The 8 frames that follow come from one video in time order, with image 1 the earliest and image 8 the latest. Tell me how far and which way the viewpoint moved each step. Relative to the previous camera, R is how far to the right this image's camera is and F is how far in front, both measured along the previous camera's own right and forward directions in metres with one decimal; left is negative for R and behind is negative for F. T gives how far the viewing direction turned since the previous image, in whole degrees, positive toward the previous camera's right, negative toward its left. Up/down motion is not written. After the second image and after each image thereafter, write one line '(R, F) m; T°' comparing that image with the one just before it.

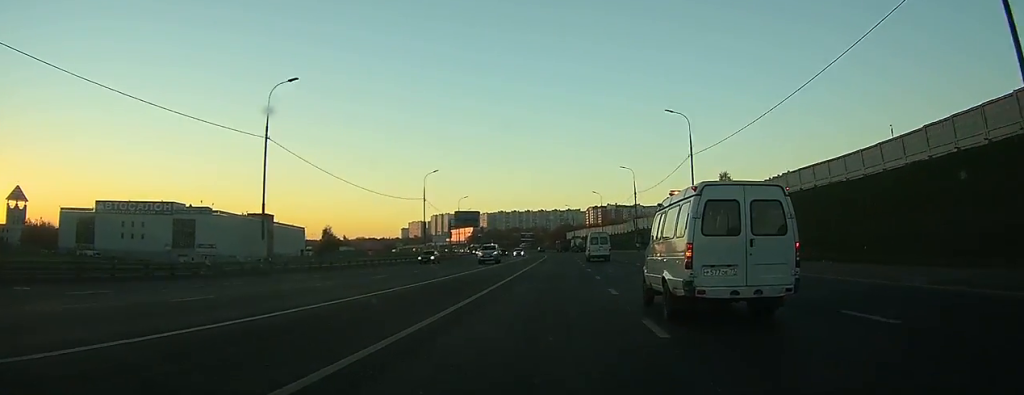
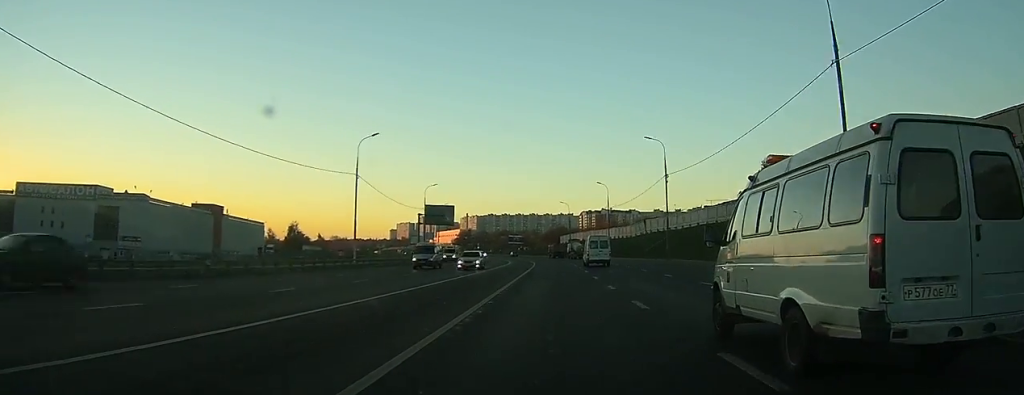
(+0.2, +27.1) m; +1°
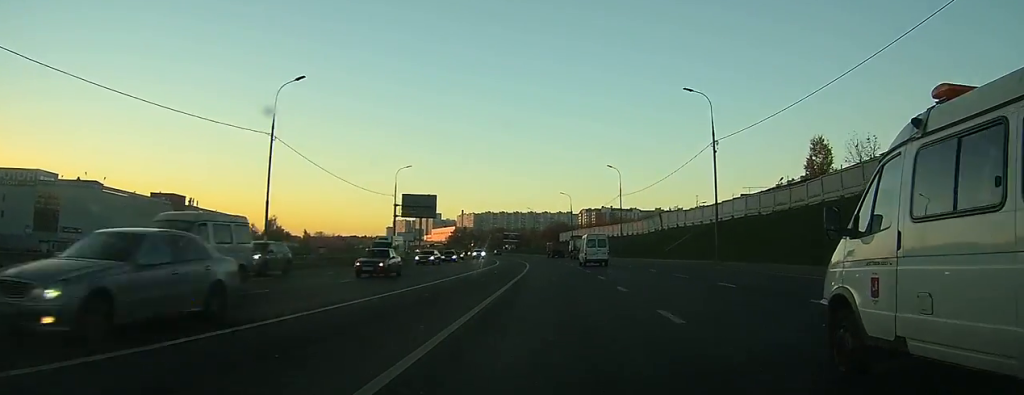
(0.0, +18.0) m; 0°
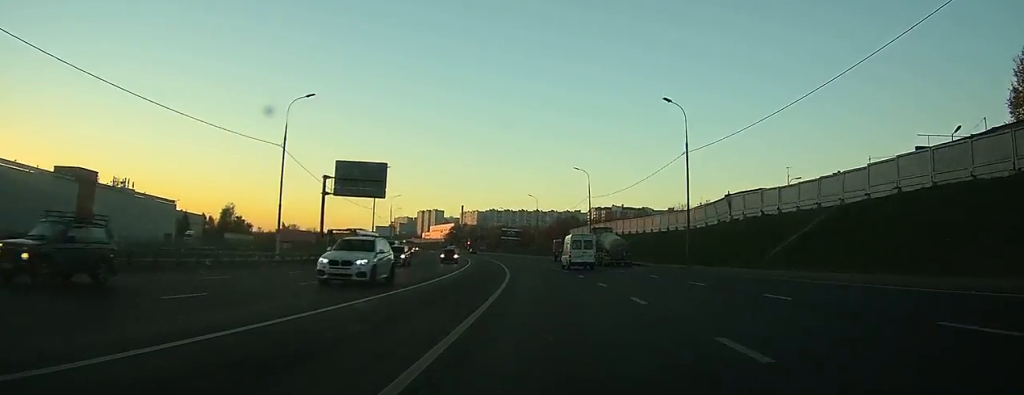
(+0.1, +36.0) m; -1°
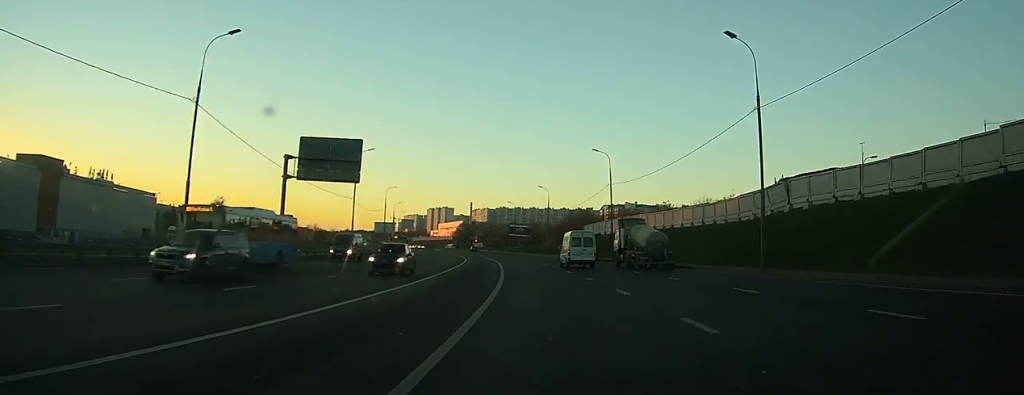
(0.0, +13.8) m; -1°
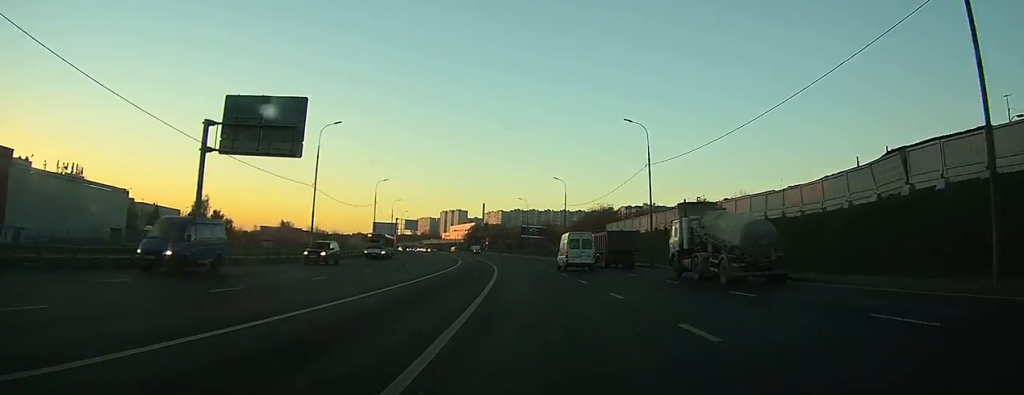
(-0.2, +16.9) m; -1°
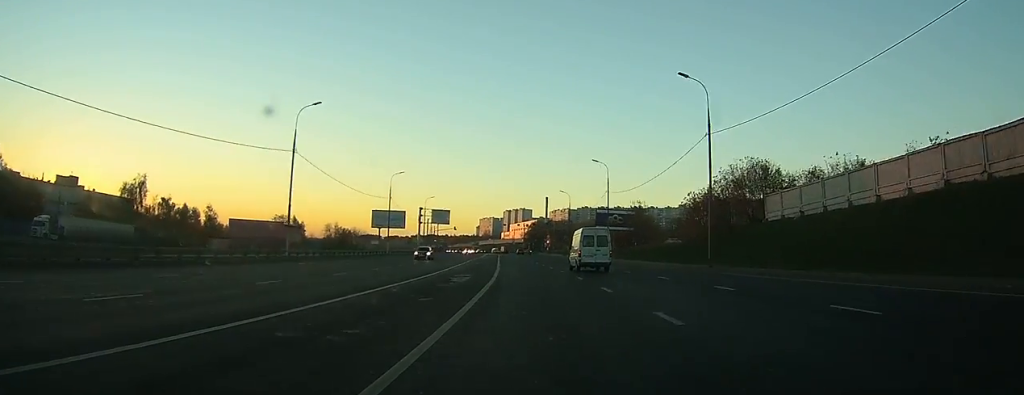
(-2.9, +54.4) m; -6°
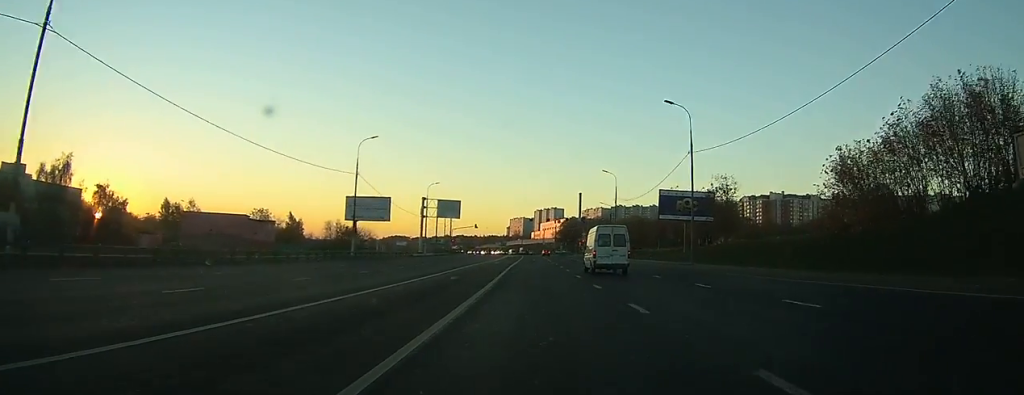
(-1.0, +29.8) m; -3°
